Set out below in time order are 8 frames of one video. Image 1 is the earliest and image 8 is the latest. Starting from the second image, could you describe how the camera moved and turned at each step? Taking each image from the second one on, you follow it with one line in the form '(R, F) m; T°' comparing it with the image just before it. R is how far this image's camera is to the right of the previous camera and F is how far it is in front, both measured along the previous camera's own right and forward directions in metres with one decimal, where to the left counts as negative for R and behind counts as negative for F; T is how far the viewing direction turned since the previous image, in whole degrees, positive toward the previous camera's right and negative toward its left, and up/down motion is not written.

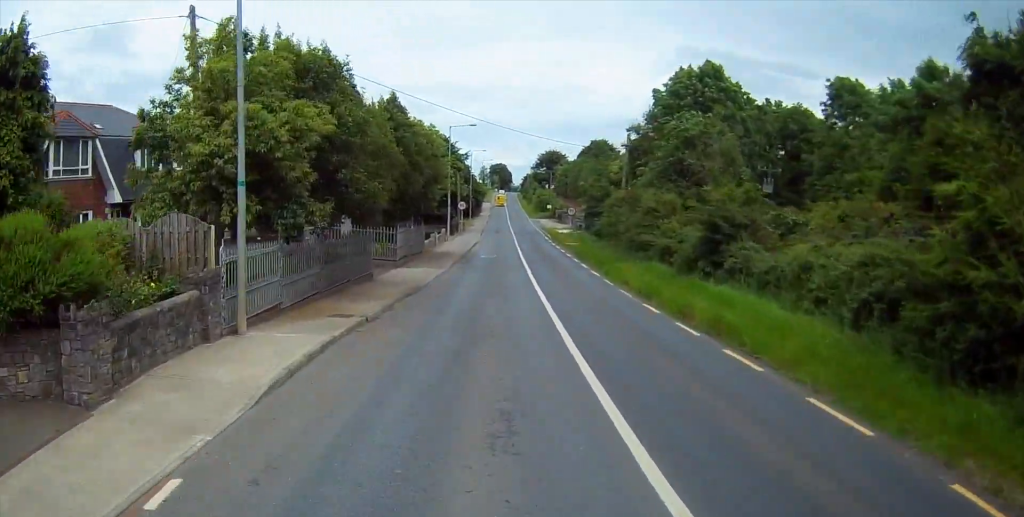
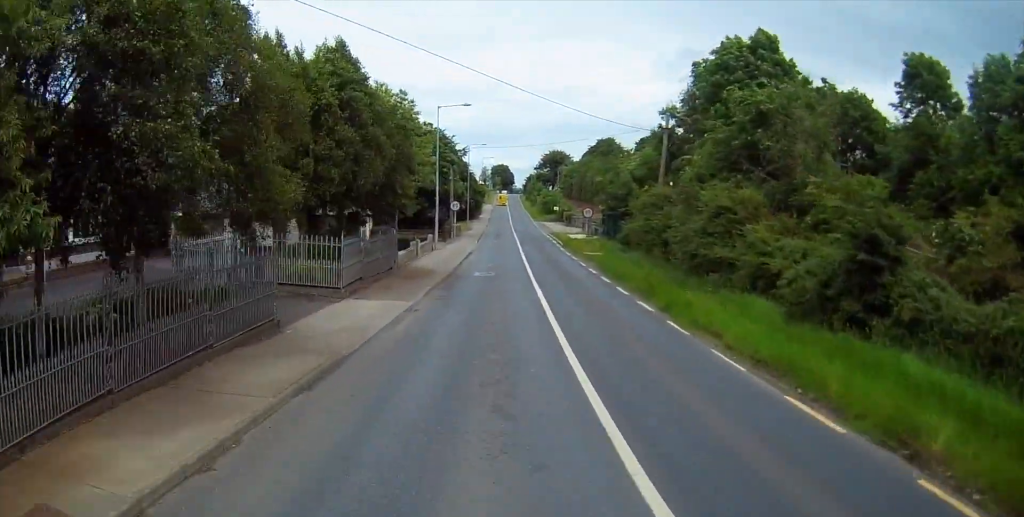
(0.0, +11.3) m; +1°
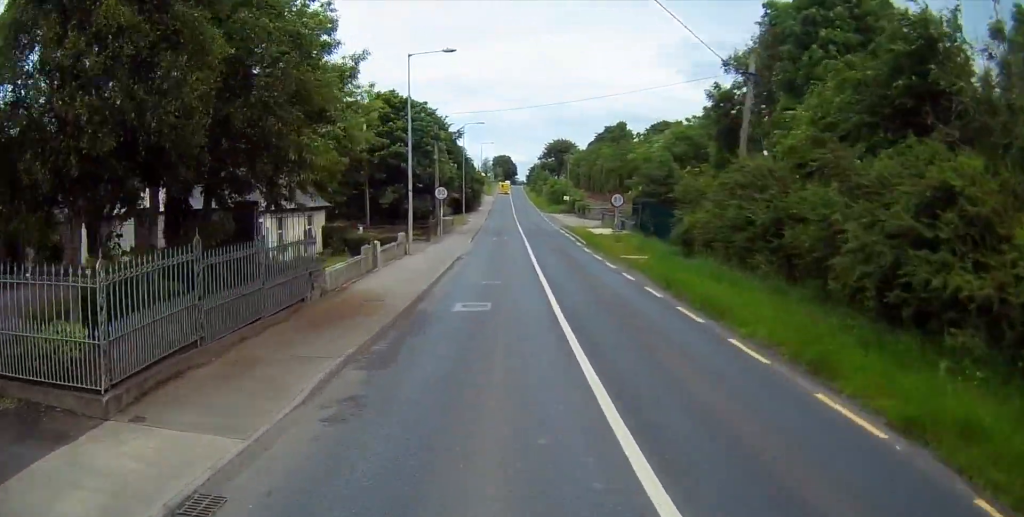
(+0.1, +13.1) m; 0°
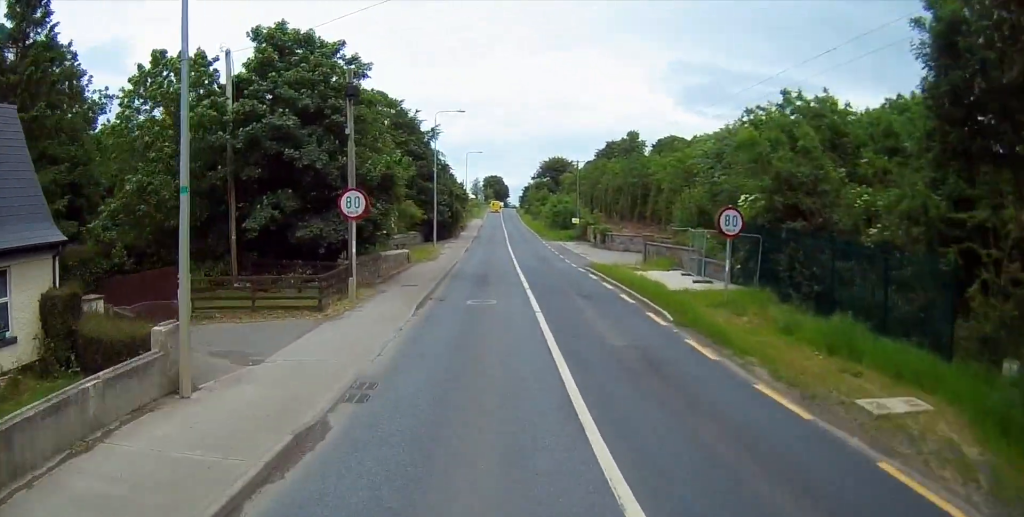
(0.0, +22.2) m; 0°
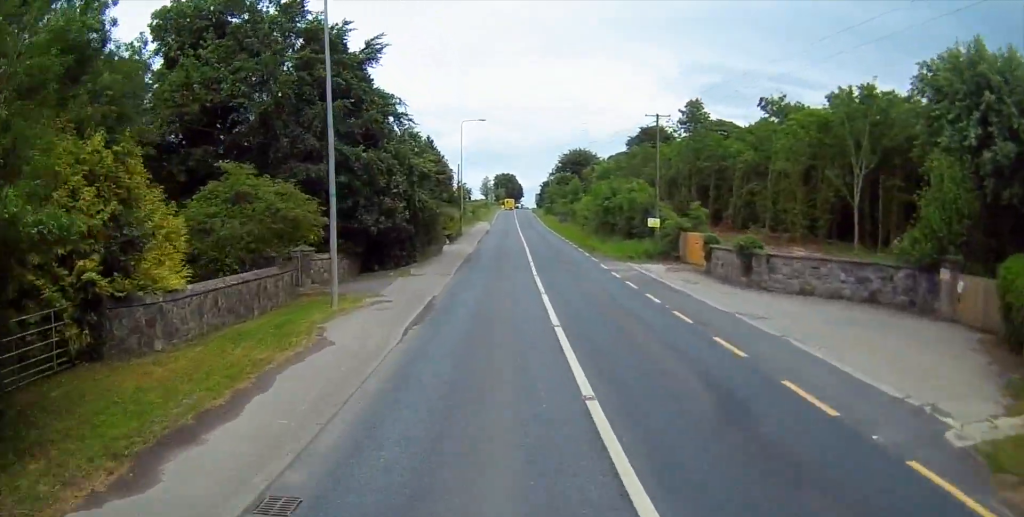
(0.0, +32.3) m; 0°
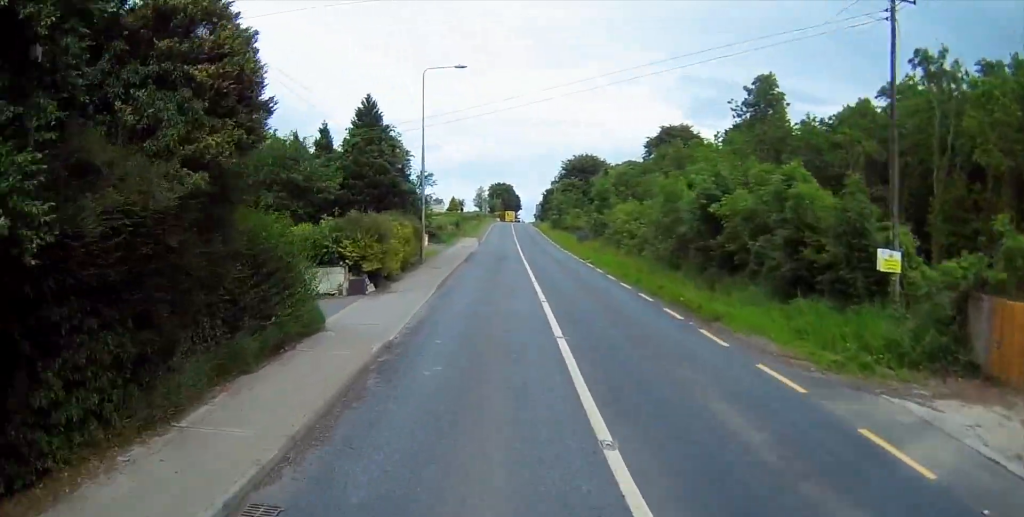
(-0.2, +25.7) m; +1°
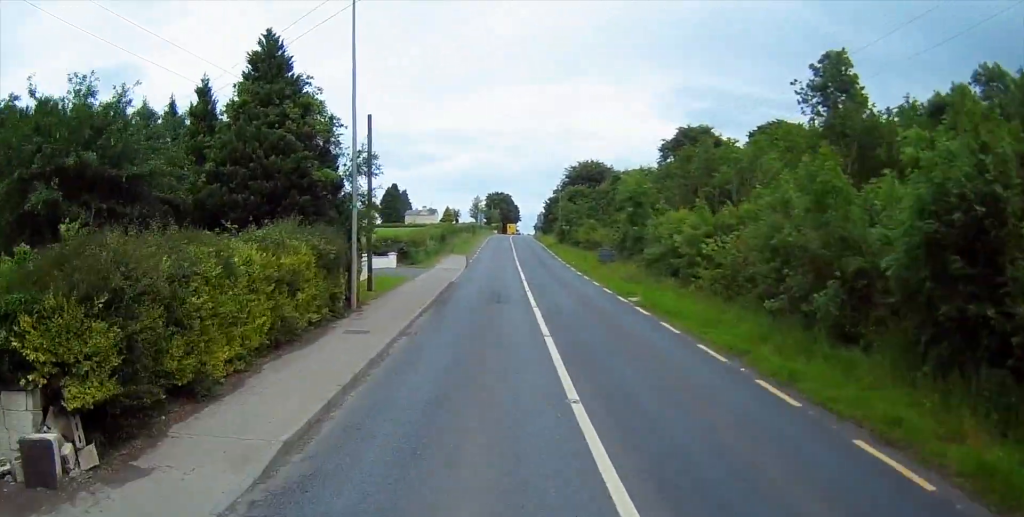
(+0.3, +15.2) m; 0°
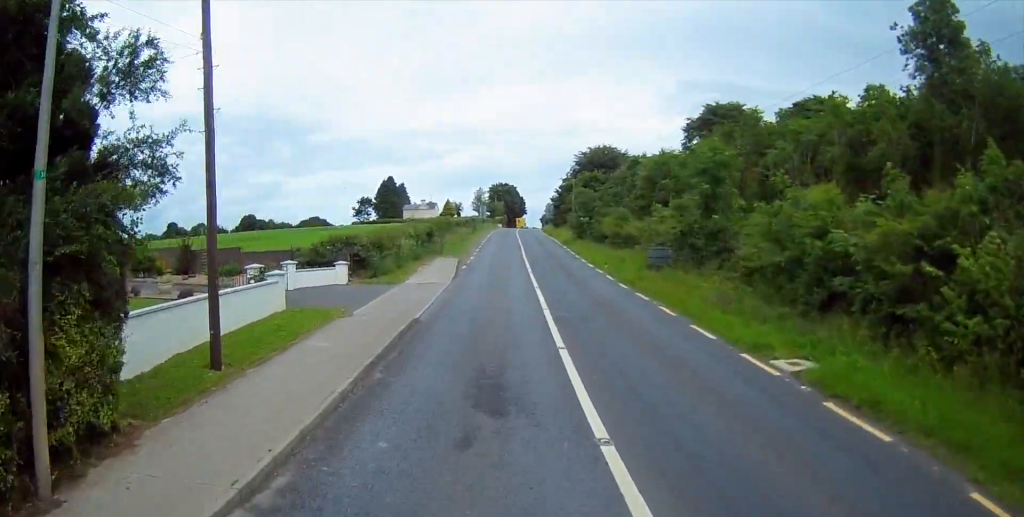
(0.0, +14.1) m; -1°
